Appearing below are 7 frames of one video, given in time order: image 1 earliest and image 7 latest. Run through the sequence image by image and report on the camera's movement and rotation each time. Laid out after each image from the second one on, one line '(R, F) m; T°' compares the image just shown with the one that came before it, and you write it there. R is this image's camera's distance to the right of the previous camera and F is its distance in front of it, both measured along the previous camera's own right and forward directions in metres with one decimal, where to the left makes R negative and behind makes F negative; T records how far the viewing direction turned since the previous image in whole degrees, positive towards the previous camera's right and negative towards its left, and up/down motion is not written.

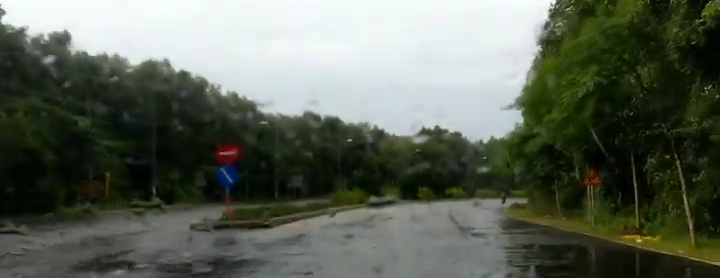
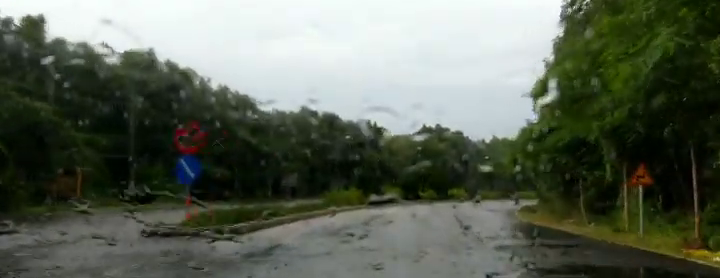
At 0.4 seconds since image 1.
(+0.1, +5.9) m; -2°
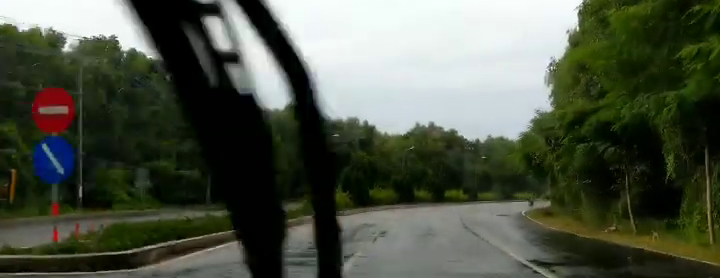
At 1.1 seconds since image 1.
(-0.3, +8.9) m; -5°
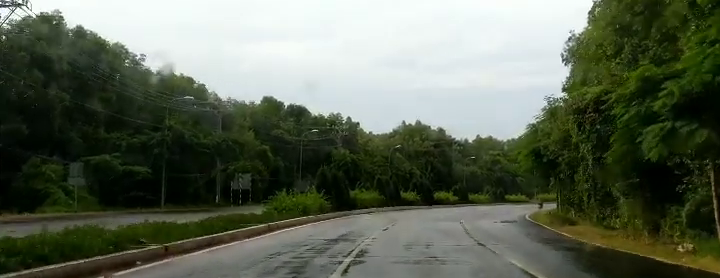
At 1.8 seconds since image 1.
(-0.3, +9.0) m; -5°
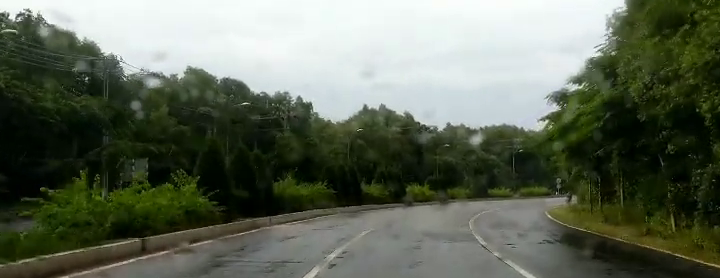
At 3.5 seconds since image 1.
(+0.2, +20.8) m; +10°
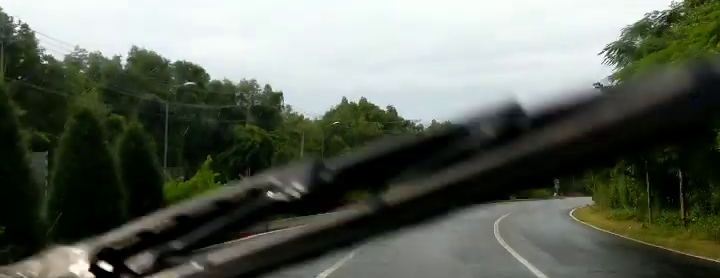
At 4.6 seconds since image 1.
(+0.9, +12.7) m; +13°
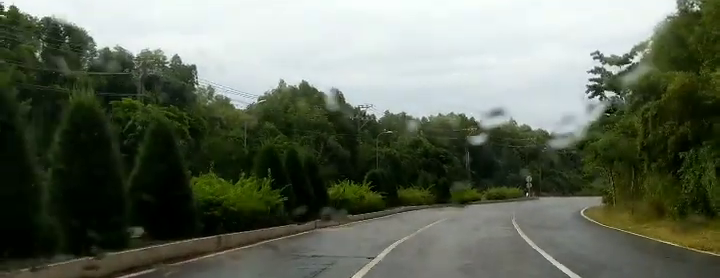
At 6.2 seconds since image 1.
(+2.4, +18.7) m; +5°
